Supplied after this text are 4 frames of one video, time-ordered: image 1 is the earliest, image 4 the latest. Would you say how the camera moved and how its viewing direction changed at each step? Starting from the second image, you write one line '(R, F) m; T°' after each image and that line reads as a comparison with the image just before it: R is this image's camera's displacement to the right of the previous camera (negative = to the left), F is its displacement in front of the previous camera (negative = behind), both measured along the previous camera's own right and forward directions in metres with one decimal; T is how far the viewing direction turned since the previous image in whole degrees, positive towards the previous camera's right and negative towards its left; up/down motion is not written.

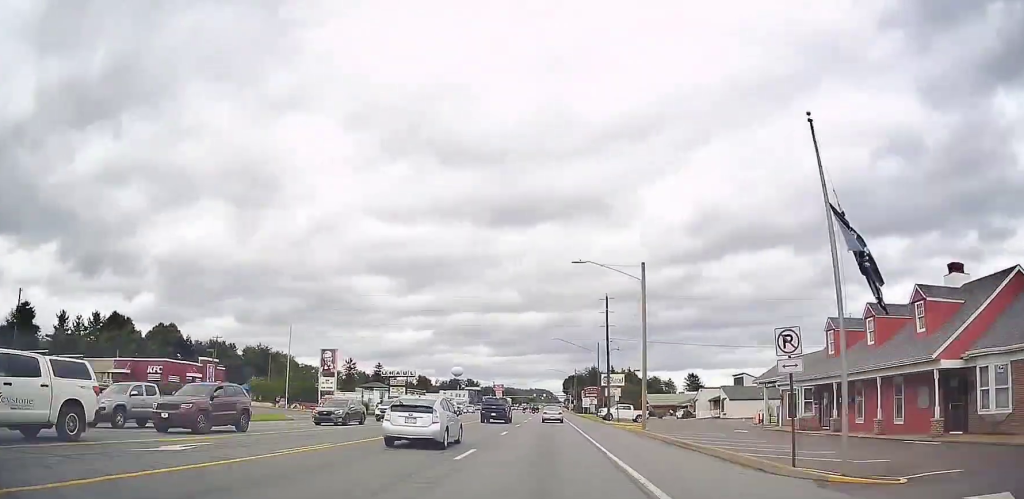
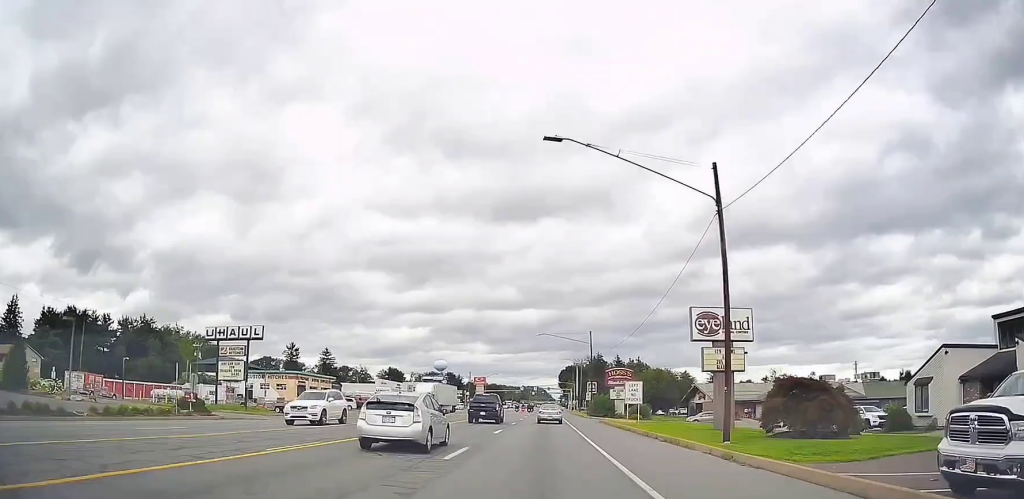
(+0.2, +58.1) m; 0°
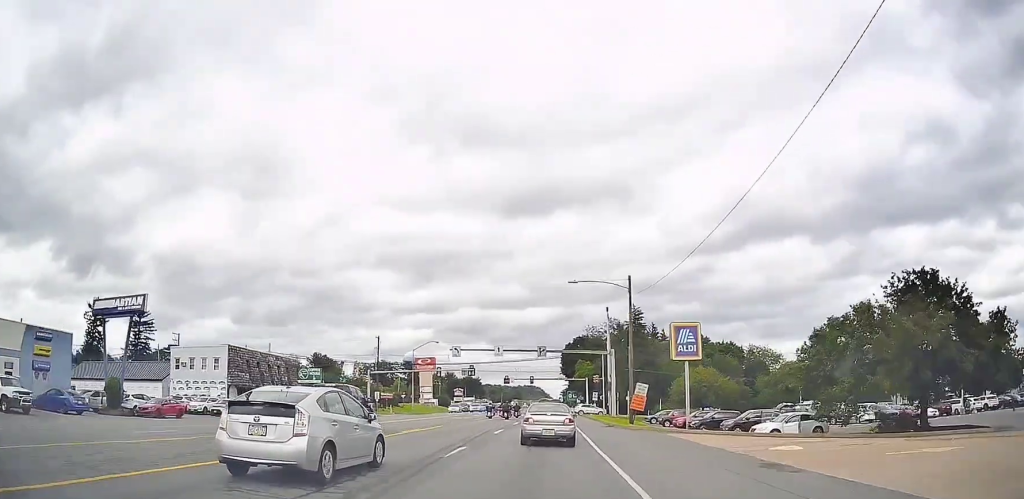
(-0.4, +106.0) m; 0°
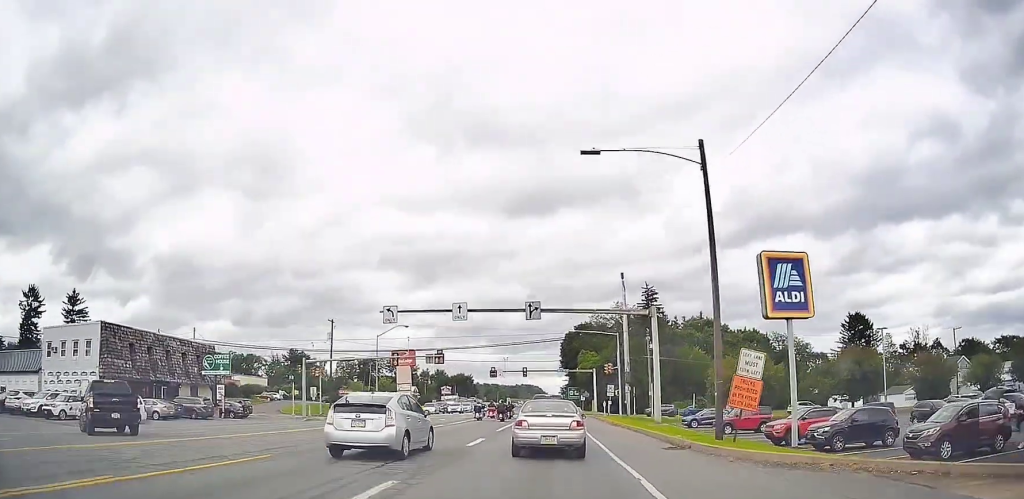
(+0.3, +20.8) m; +1°
